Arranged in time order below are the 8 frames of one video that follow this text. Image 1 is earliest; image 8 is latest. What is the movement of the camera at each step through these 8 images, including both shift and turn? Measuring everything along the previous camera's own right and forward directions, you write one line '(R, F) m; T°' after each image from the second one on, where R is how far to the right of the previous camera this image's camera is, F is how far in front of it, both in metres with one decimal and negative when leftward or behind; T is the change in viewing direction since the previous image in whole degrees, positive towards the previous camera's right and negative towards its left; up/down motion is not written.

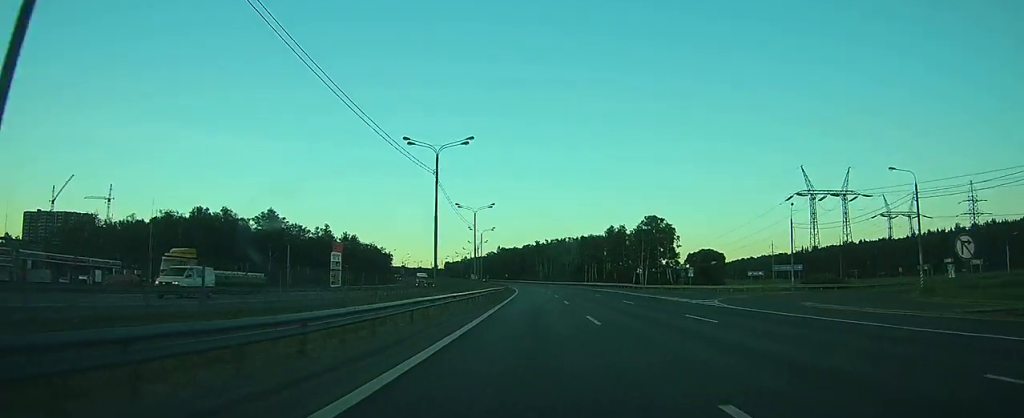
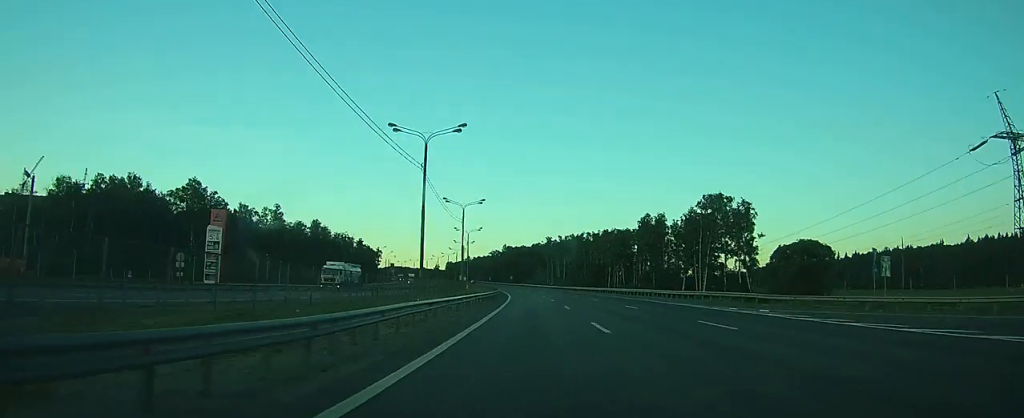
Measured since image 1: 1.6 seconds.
(-0.3, +49.9) m; -1°
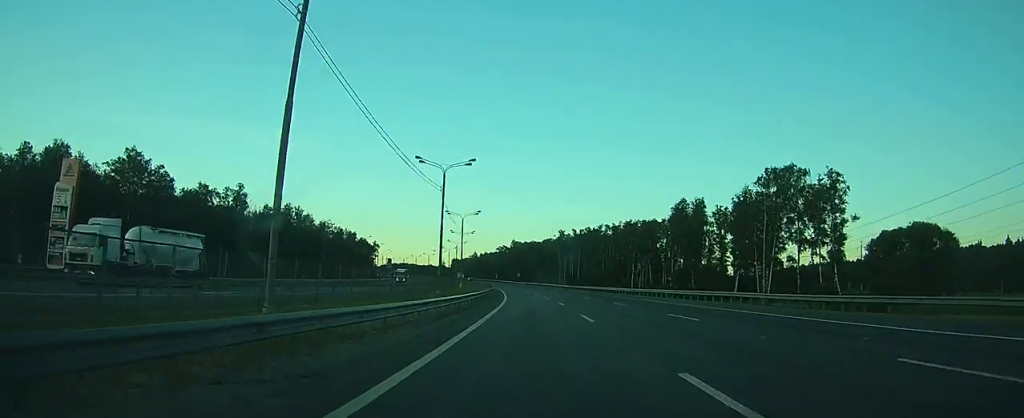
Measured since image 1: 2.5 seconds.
(-0.1, +28.0) m; -1°
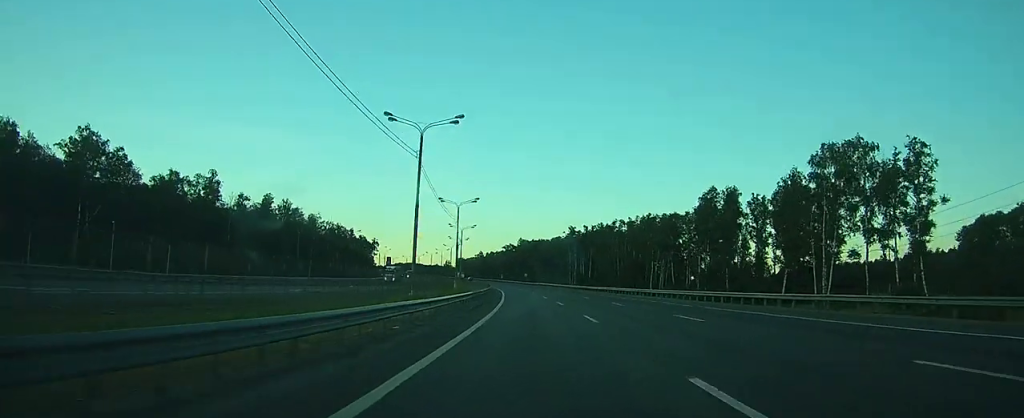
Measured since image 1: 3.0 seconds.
(-0.1, +16.5) m; 0°
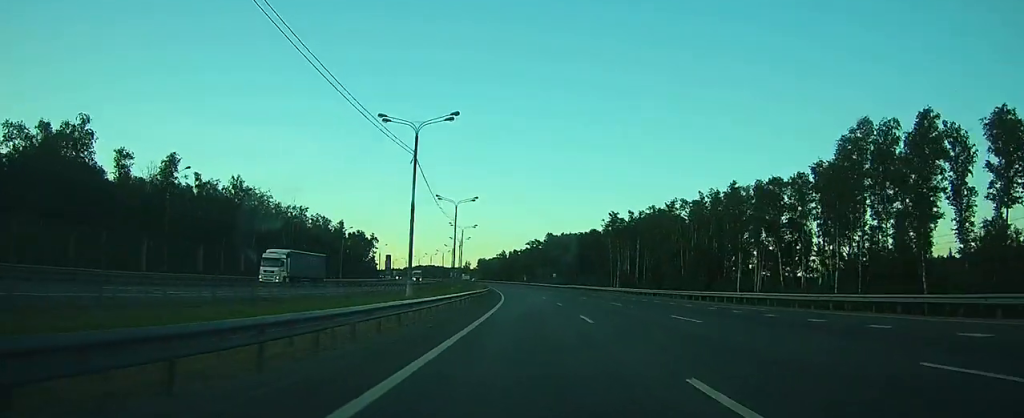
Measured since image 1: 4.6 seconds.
(-0.8, +48.3) m; -2°
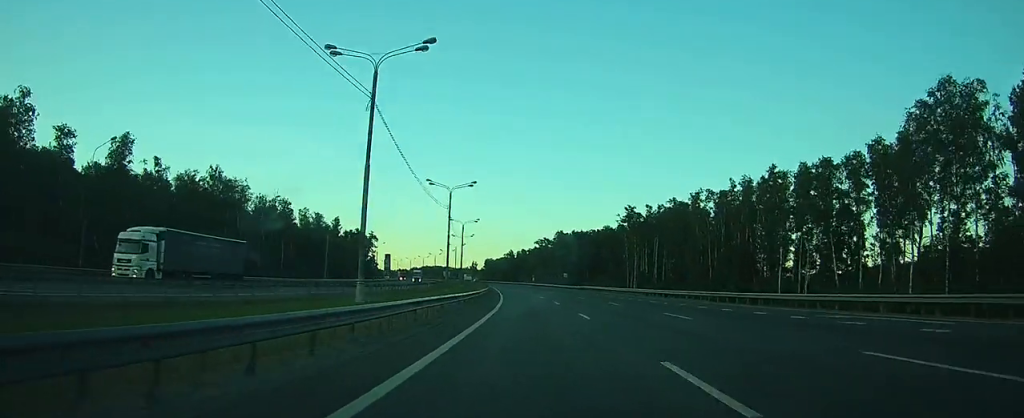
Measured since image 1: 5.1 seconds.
(-0.1, +14.3) m; -1°
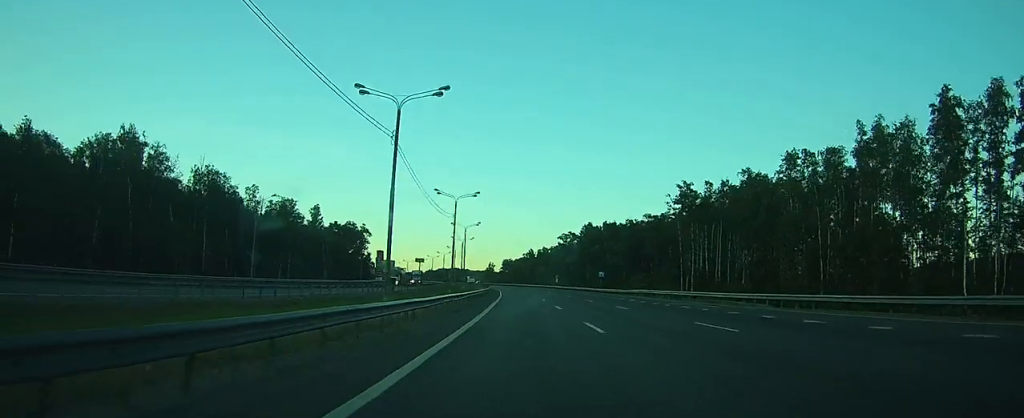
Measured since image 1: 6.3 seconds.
(-0.7, +37.6) m; -2°
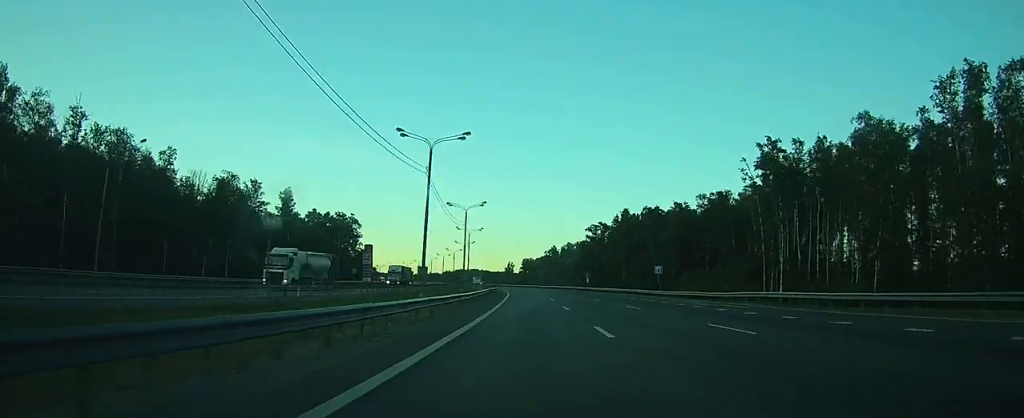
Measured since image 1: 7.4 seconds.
(-0.6, +33.4) m; -2°
